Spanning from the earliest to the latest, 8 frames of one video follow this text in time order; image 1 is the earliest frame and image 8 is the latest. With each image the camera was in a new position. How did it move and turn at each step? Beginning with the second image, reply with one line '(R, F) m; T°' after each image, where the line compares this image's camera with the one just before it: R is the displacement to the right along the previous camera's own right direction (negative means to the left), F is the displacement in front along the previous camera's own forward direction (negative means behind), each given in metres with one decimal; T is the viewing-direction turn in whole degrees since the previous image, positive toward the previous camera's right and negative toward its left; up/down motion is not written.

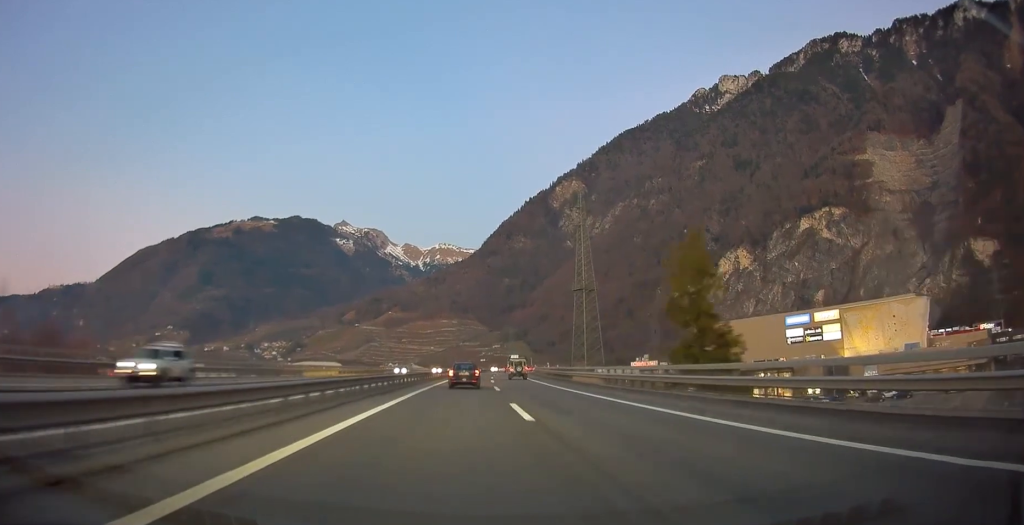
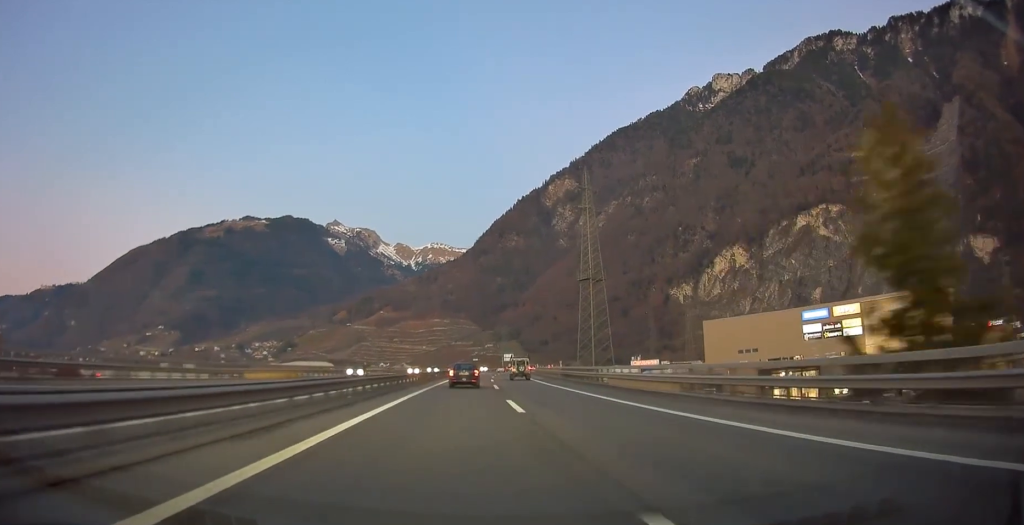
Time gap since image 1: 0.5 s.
(+0.1, +16.2) m; 0°
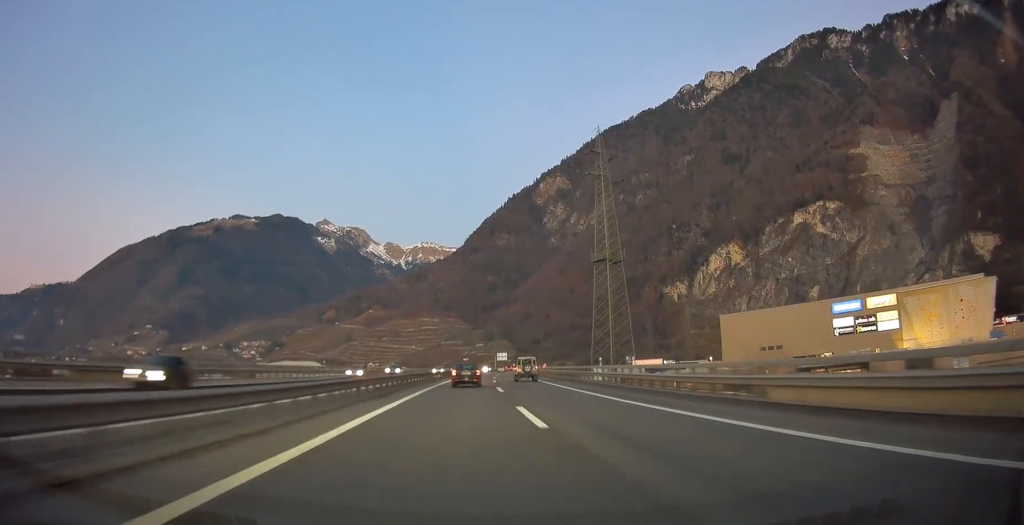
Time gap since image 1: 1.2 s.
(0.0, +21.5) m; +1°
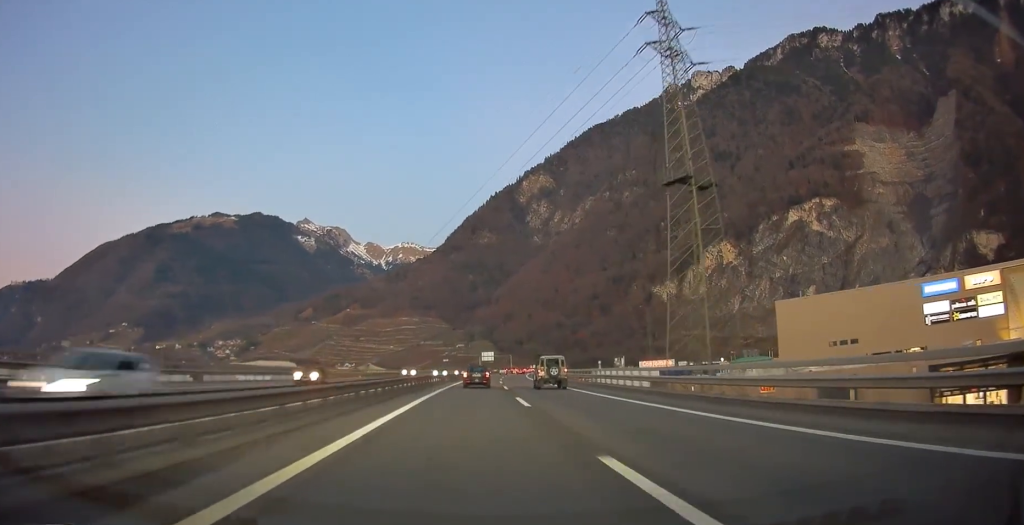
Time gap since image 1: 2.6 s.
(+1.2, +47.0) m; +3°
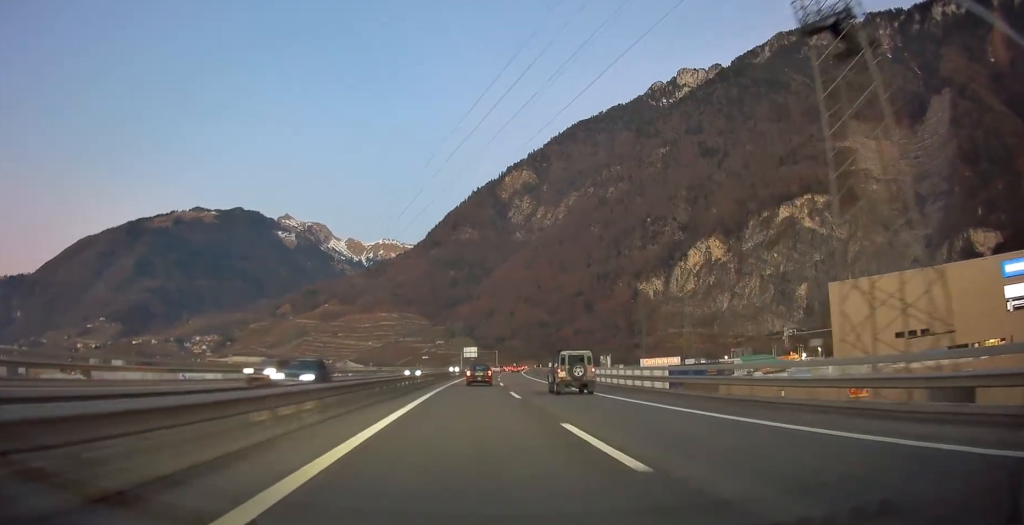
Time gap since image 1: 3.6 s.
(+0.4, +29.8) m; +1°
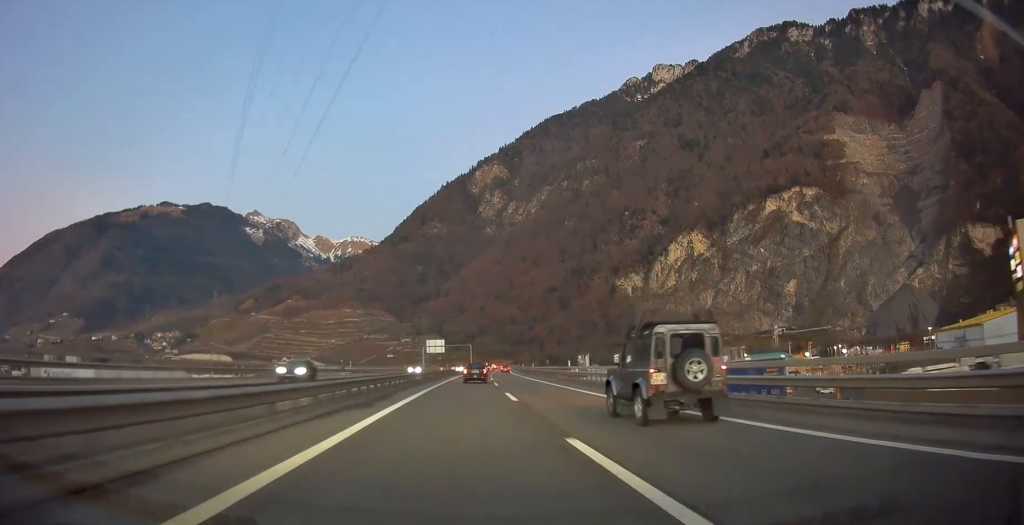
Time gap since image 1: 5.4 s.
(+1.2, +57.3) m; +3°
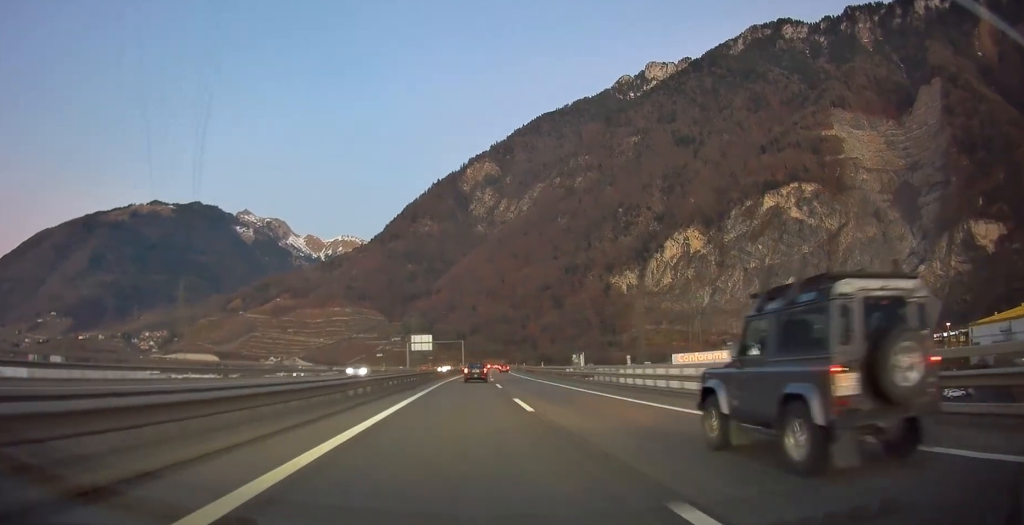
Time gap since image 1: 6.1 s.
(+0.5, +23.3) m; +1°
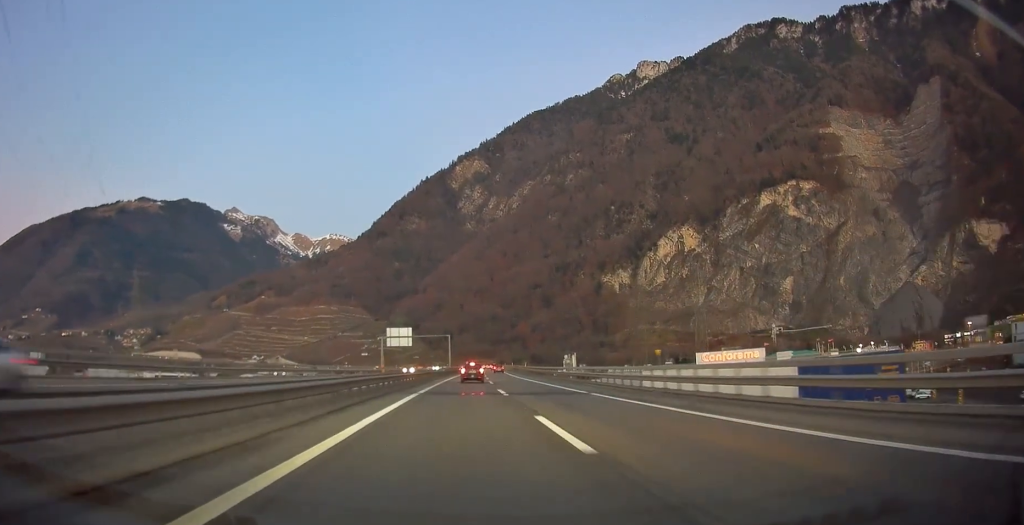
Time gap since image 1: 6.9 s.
(+0.2, +25.5) m; 0°
